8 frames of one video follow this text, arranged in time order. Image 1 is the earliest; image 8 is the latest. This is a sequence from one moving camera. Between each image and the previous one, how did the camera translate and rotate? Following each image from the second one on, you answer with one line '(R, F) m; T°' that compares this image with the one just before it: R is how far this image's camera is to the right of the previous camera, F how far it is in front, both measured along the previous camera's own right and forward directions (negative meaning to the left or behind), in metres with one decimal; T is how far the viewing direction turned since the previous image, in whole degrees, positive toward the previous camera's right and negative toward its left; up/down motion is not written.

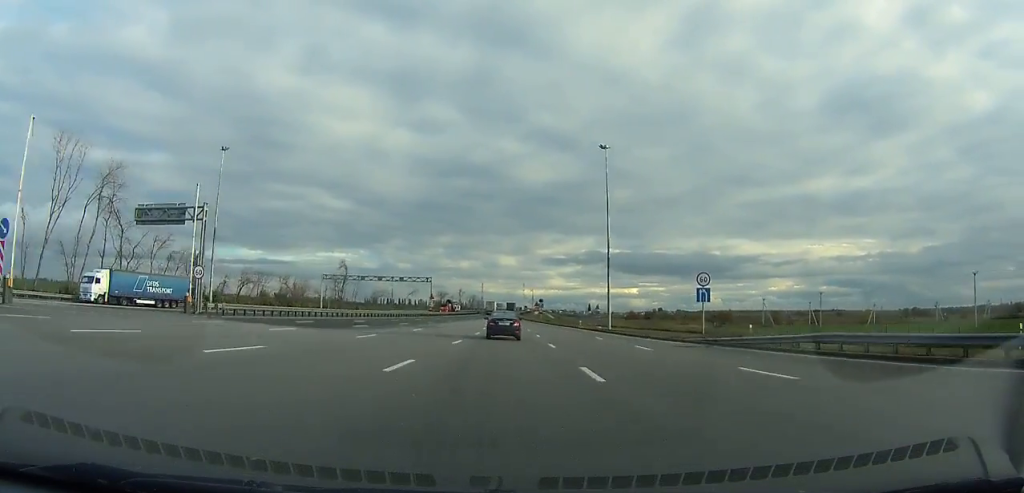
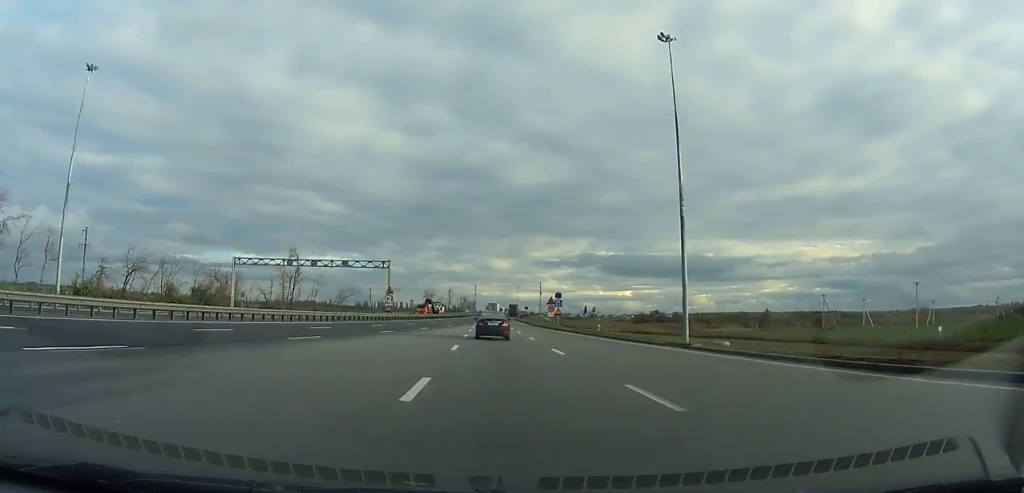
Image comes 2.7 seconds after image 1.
(-0.3, +36.8) m; 0°
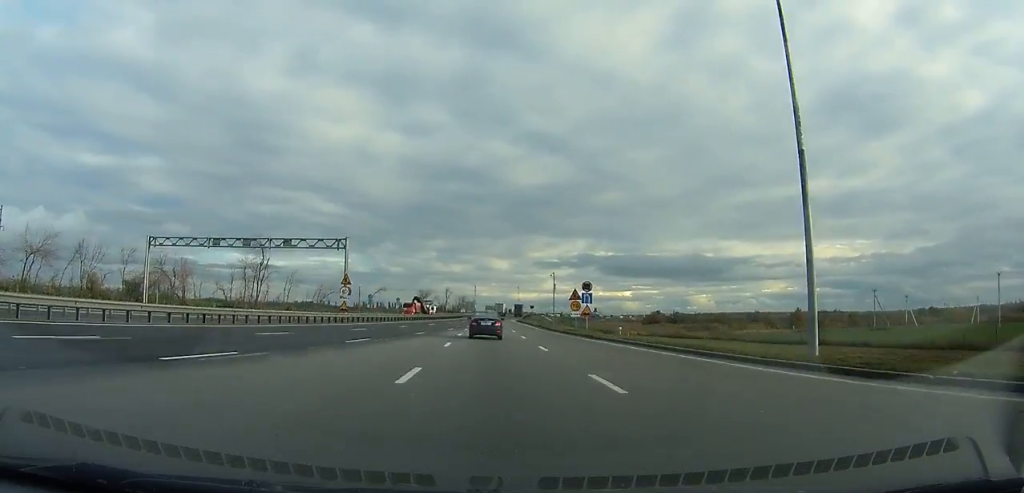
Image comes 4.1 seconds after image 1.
(+0.2, +21.2) m; 0°
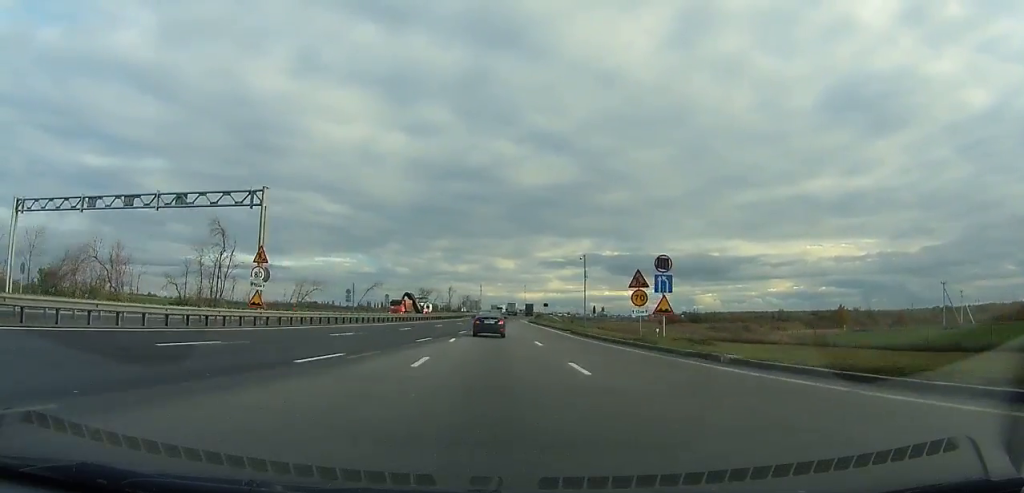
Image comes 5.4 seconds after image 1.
(+0.1, +20.1) m; 0°
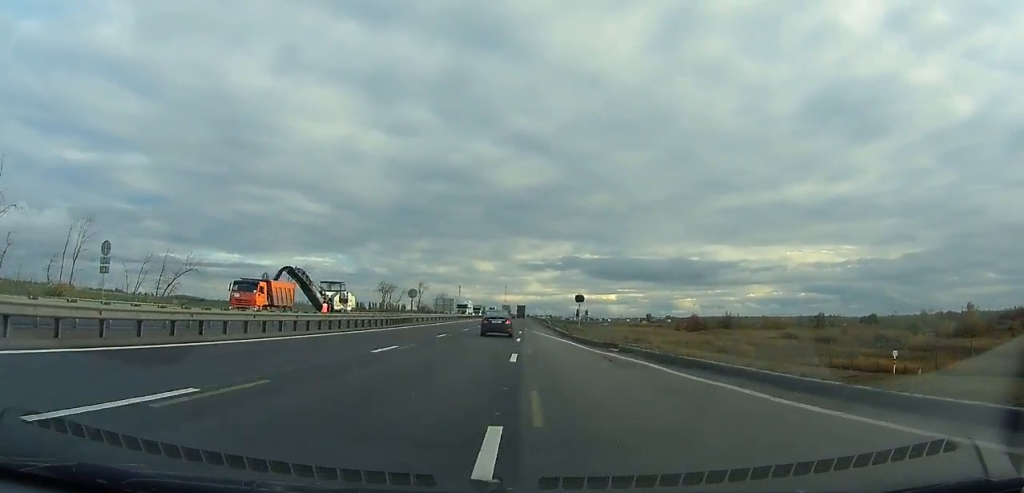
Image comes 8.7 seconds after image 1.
(+0.2, +55.3) m; +1°
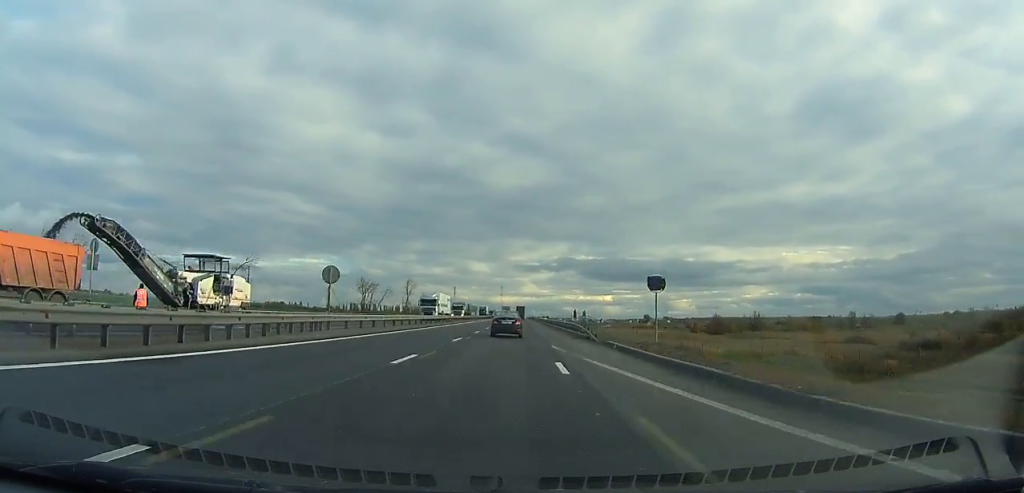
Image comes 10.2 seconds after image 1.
(0.0, +26.5) m; +1°
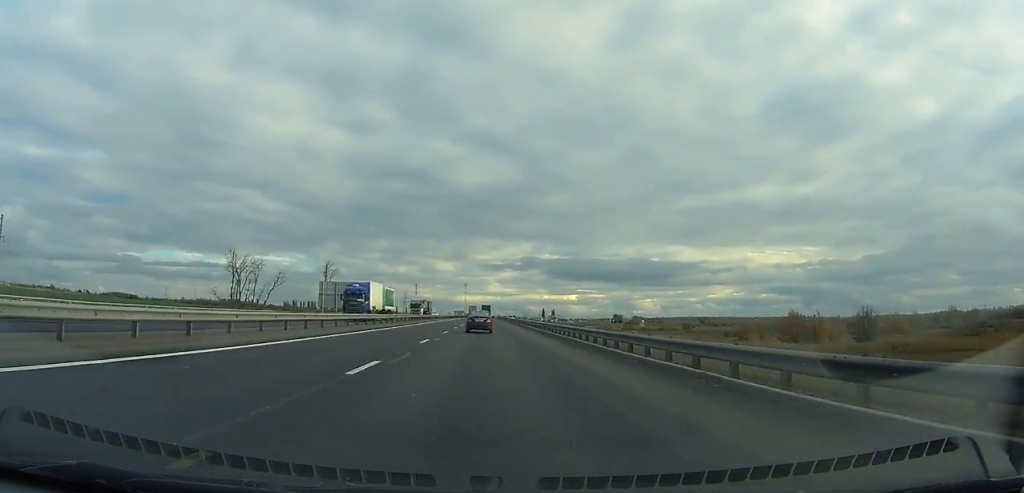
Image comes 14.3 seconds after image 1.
(+1.9, +75.2) m; +2°
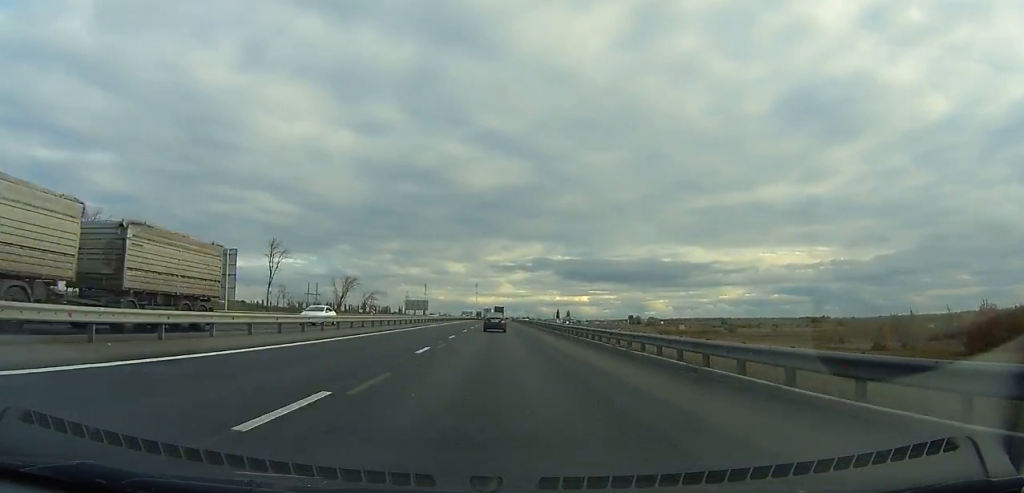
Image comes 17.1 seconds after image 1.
(+0.3, +54.1) m; 0°
